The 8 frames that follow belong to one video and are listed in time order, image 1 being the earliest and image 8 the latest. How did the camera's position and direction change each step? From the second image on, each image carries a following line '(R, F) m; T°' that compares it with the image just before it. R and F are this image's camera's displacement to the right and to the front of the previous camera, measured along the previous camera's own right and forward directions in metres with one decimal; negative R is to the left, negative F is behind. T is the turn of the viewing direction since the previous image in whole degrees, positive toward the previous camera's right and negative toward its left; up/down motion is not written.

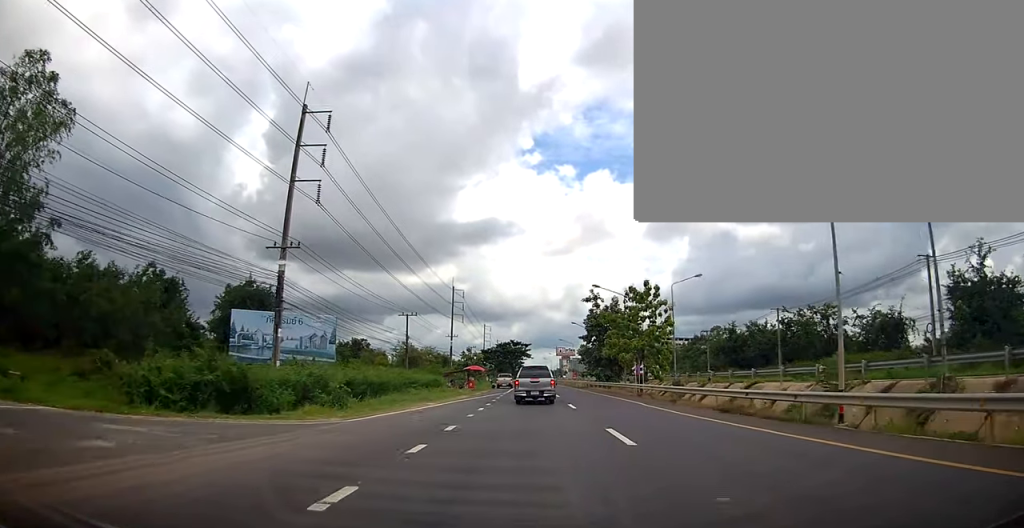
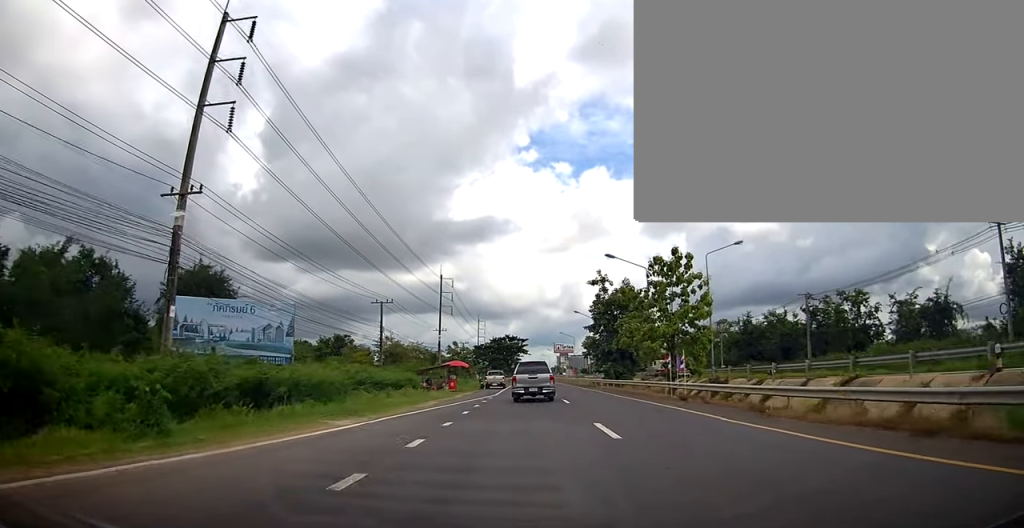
(0.0, +11.5) m; 0°
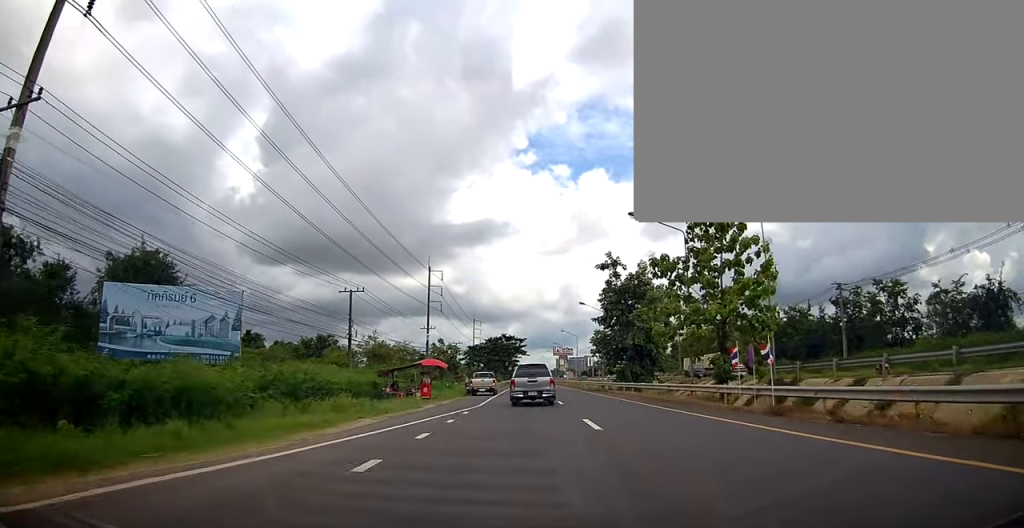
(0.0, +10.7) m; 0°
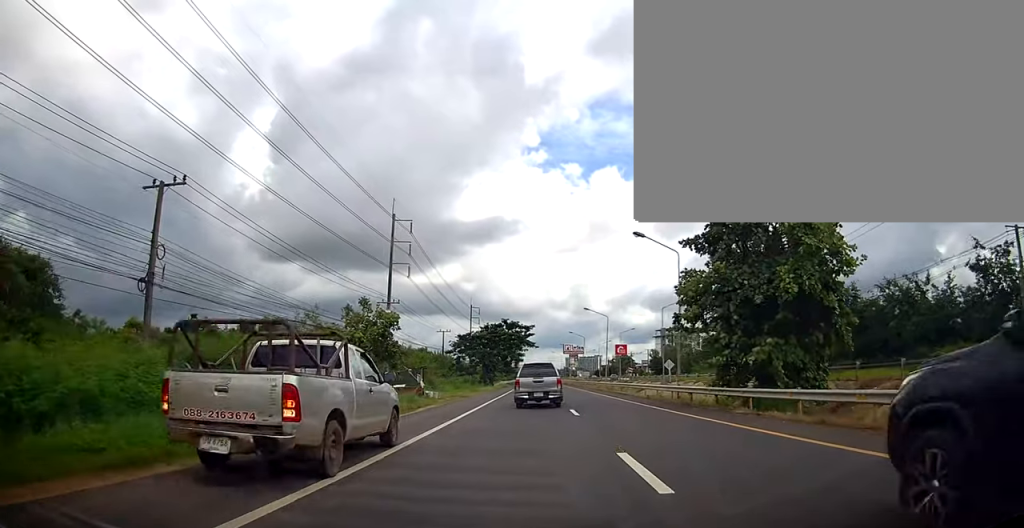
(+0.2, +31.0) m; +1°
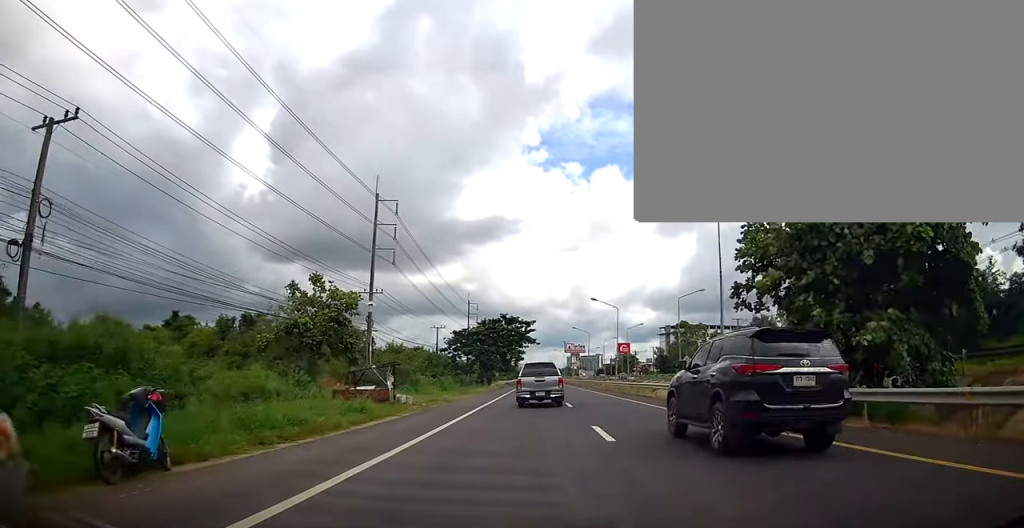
(-0.1, +7.5) m; 0°
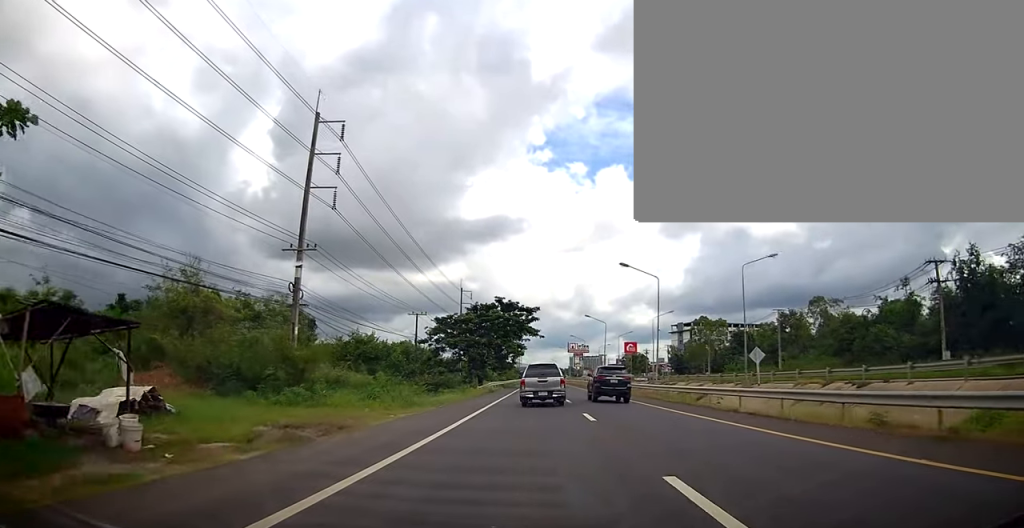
(+0.5, +18.9) m; +3°
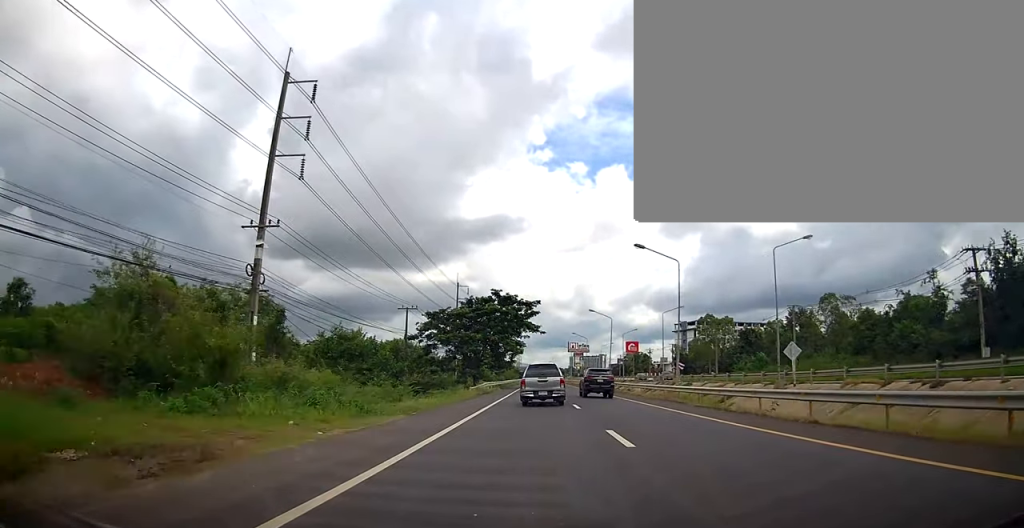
(+0.3, +6.0) m; 0°
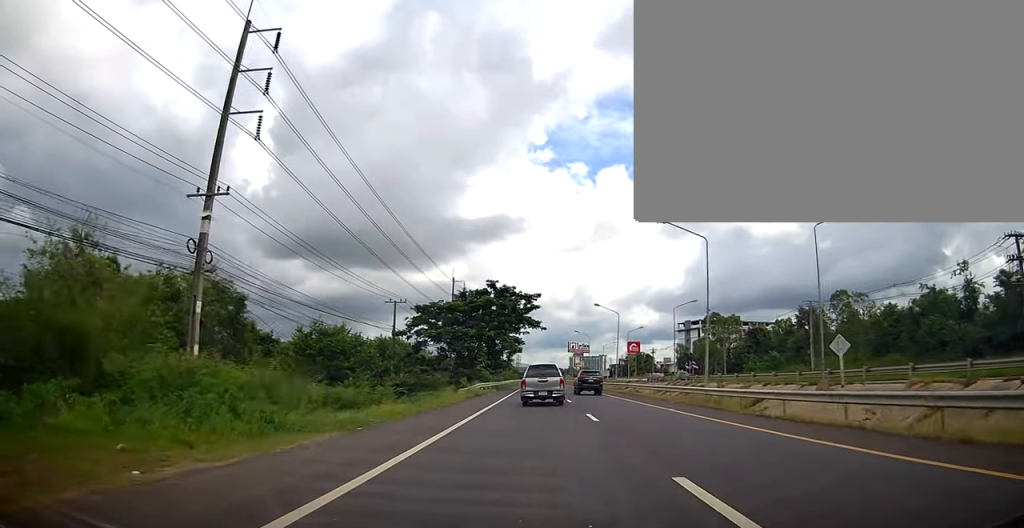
(+0.3, +6.0) m; 0°
